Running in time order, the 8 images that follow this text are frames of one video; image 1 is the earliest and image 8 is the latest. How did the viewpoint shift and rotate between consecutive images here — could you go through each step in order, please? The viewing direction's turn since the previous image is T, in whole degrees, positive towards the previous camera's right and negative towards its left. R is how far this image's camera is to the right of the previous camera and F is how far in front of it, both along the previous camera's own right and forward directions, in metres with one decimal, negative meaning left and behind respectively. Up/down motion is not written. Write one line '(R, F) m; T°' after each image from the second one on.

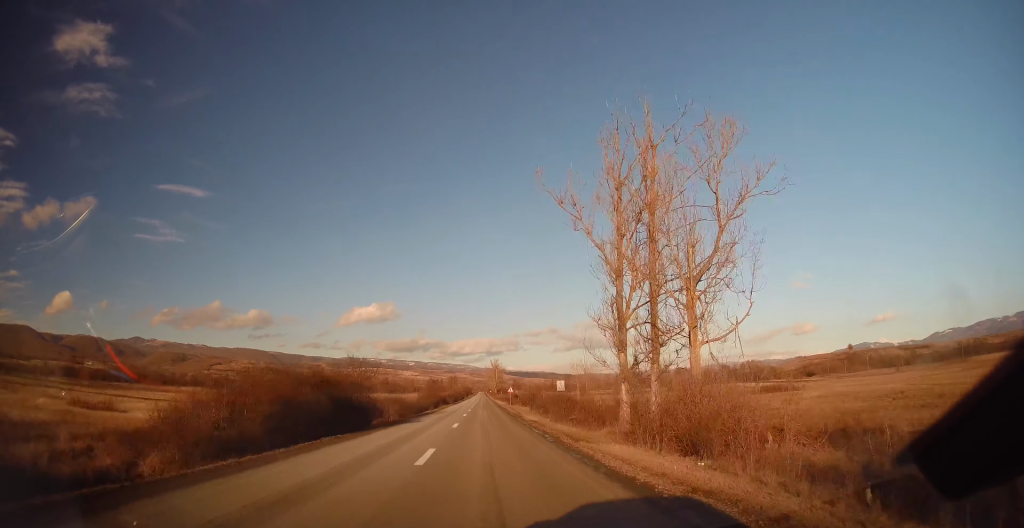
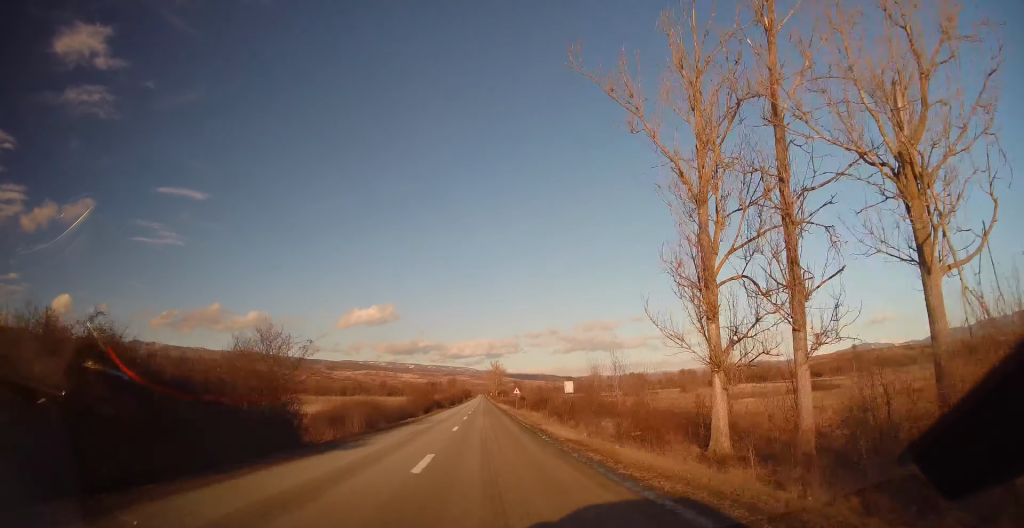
(0.0, +12.8) m; 0°
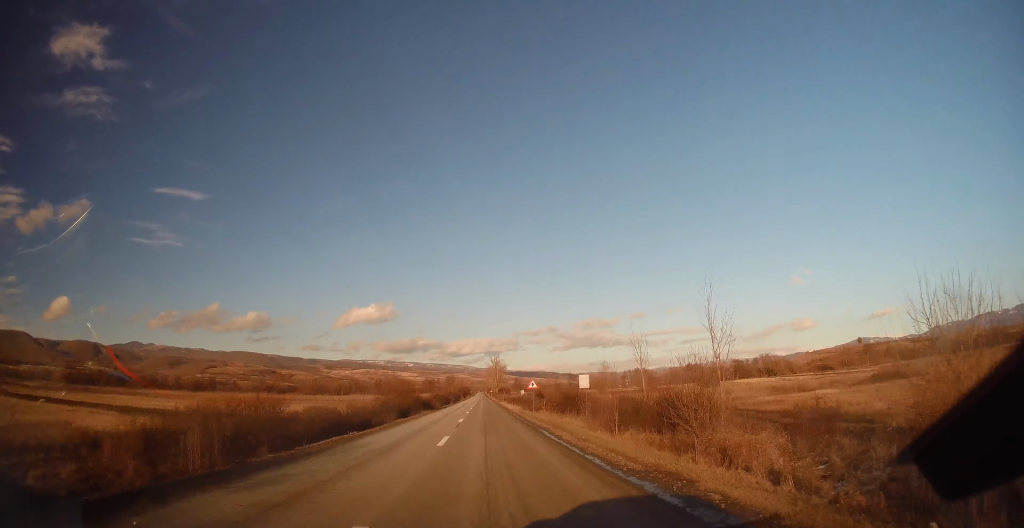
(0.0, +19.2) m; 0°
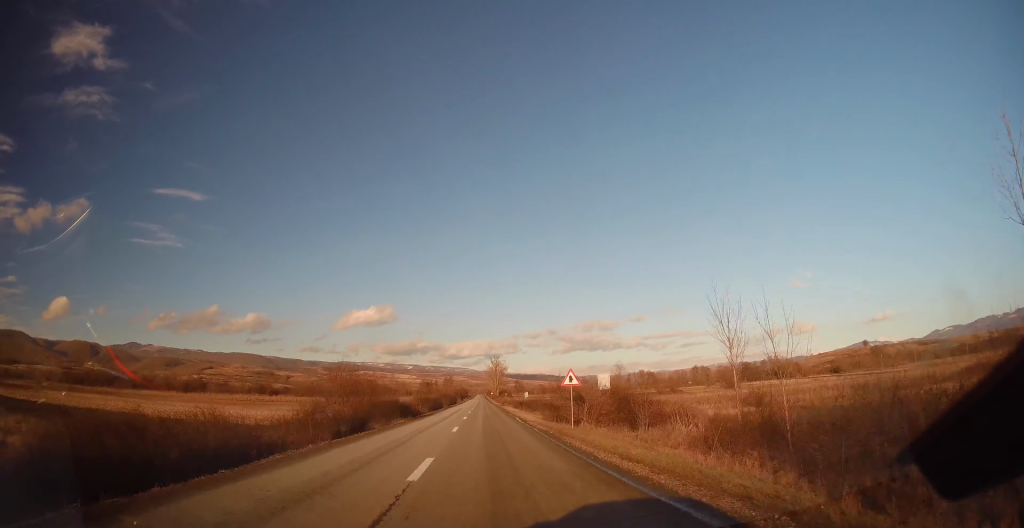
(-0.1, +17.5) m; 0°
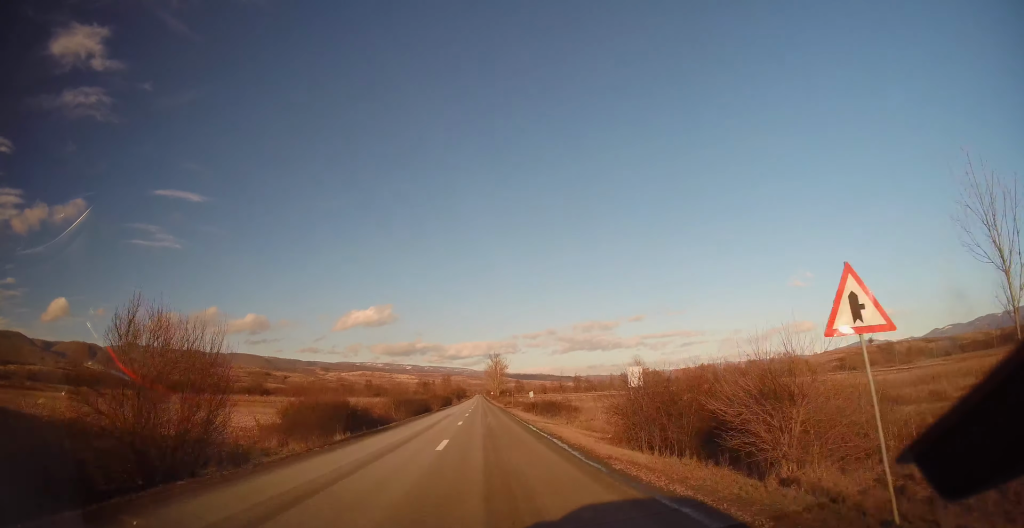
(+0.2, +18.6) m; 0°
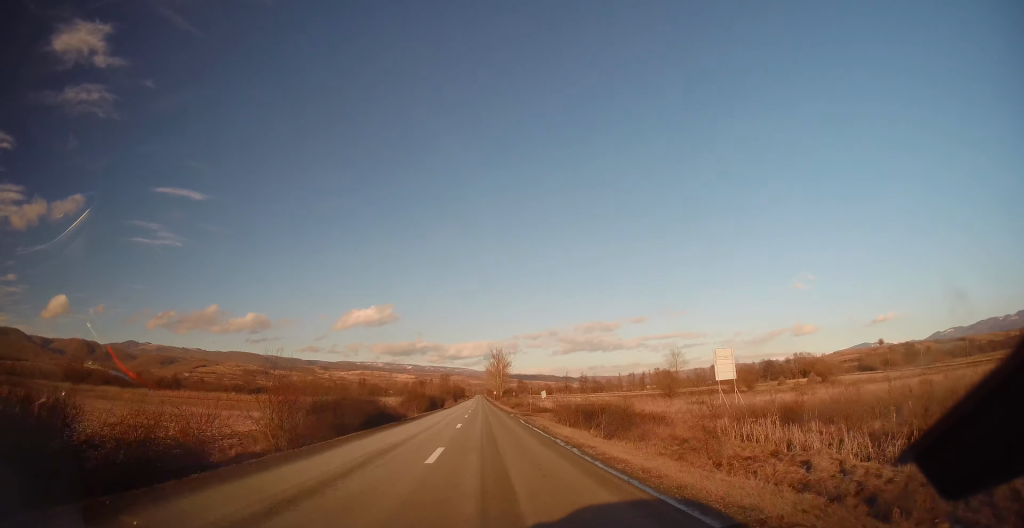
(0.0, +26.2) m; 0°
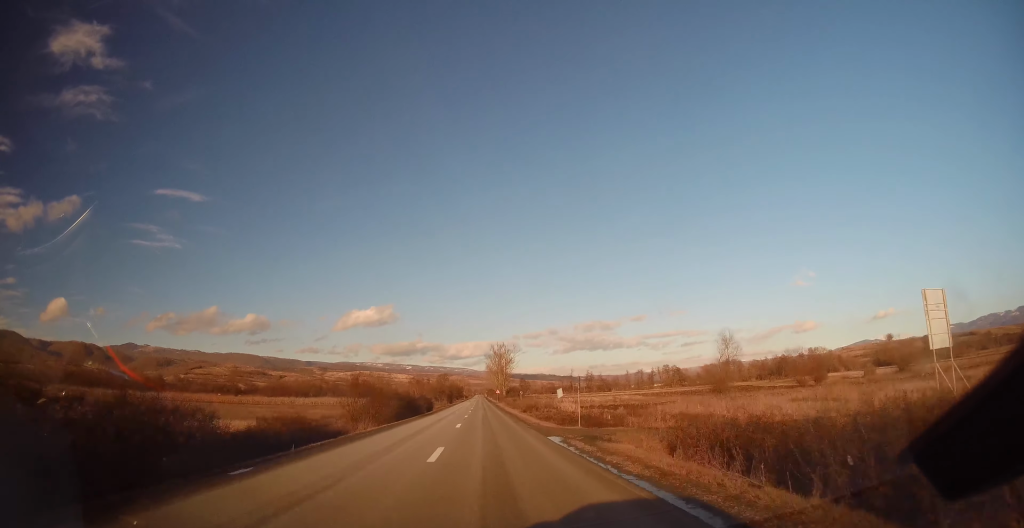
(-0.1, +23.7) m; 0°
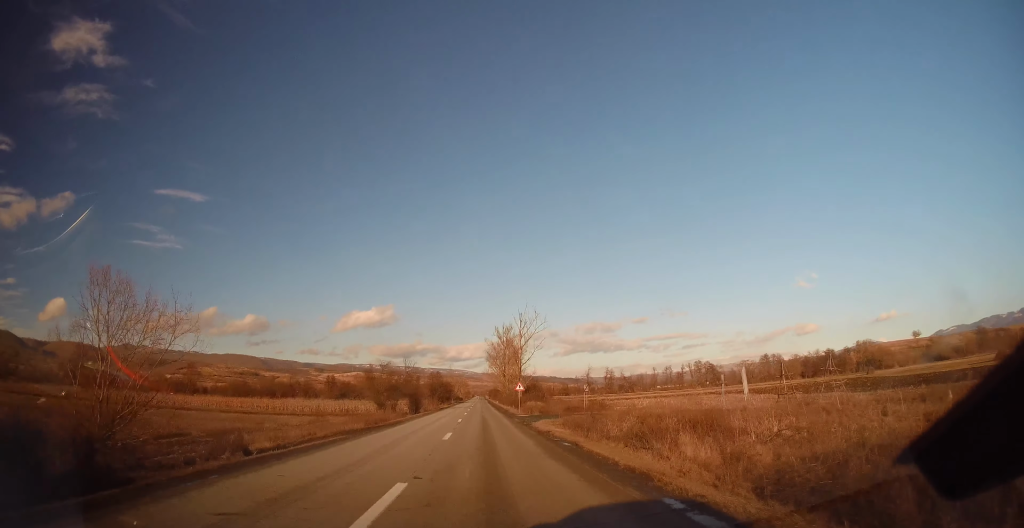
(0.0, +64.9) m; 0°
